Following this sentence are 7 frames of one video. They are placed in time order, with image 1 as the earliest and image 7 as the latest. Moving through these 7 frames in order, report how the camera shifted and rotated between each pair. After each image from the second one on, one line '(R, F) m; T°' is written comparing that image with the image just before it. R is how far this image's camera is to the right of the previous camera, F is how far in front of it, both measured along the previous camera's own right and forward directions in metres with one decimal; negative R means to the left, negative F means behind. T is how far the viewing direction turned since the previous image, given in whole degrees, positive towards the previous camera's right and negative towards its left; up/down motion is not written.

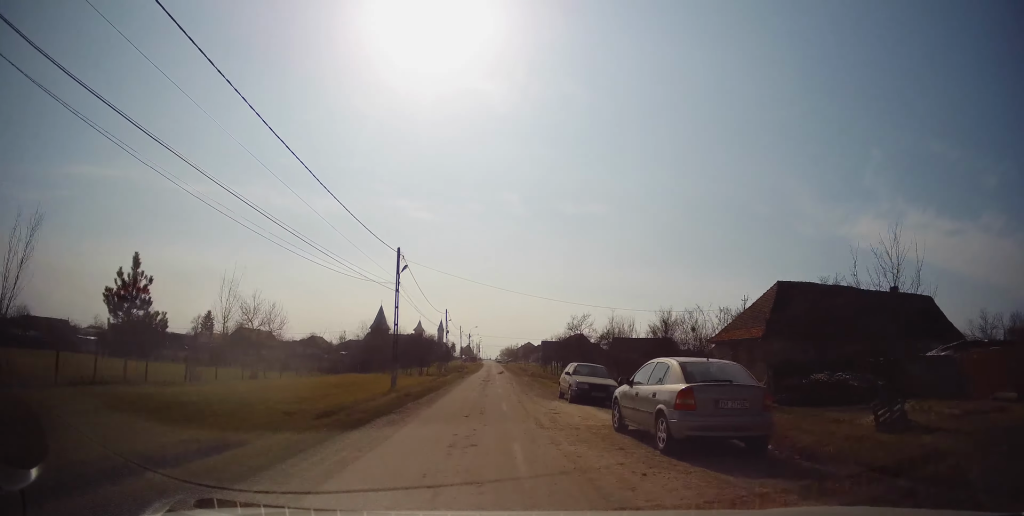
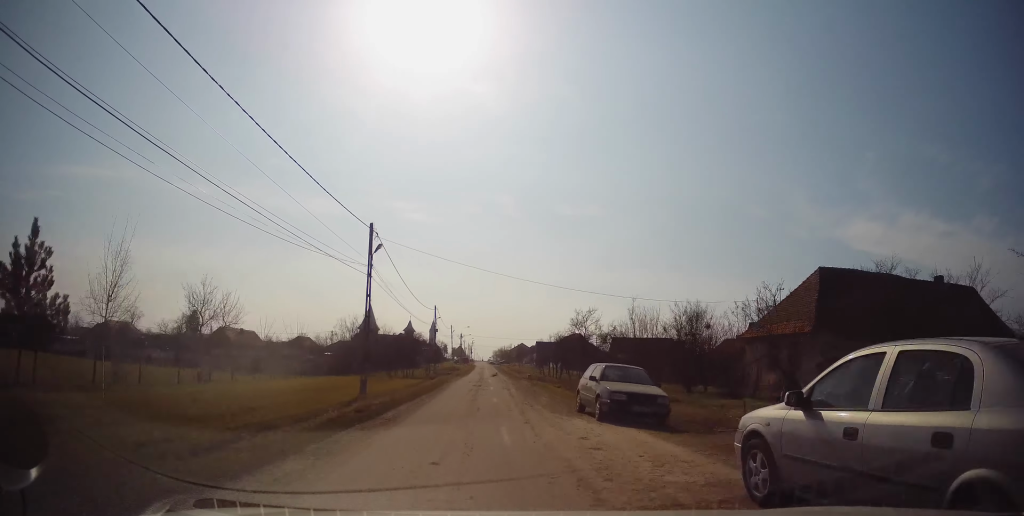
(-0.1, +5.4) m; +1°
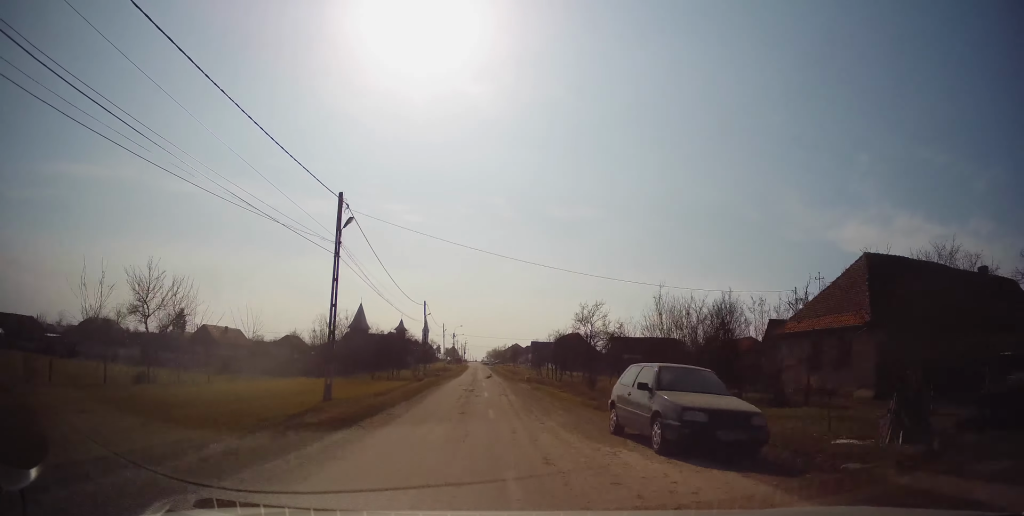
(+0.1, +4.4) m; +1°
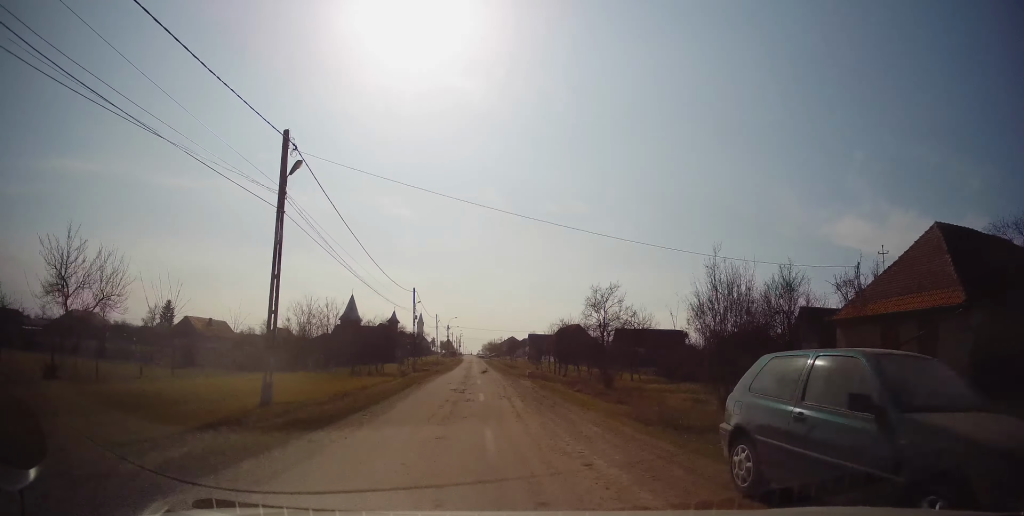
(+0.1, +4.9) m; +1°
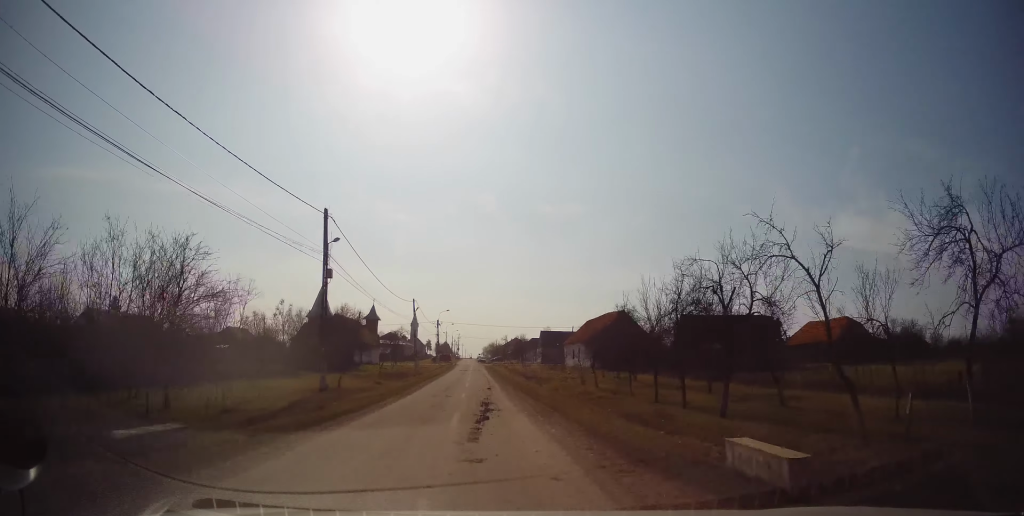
(0.0, +29.8) m; -2°
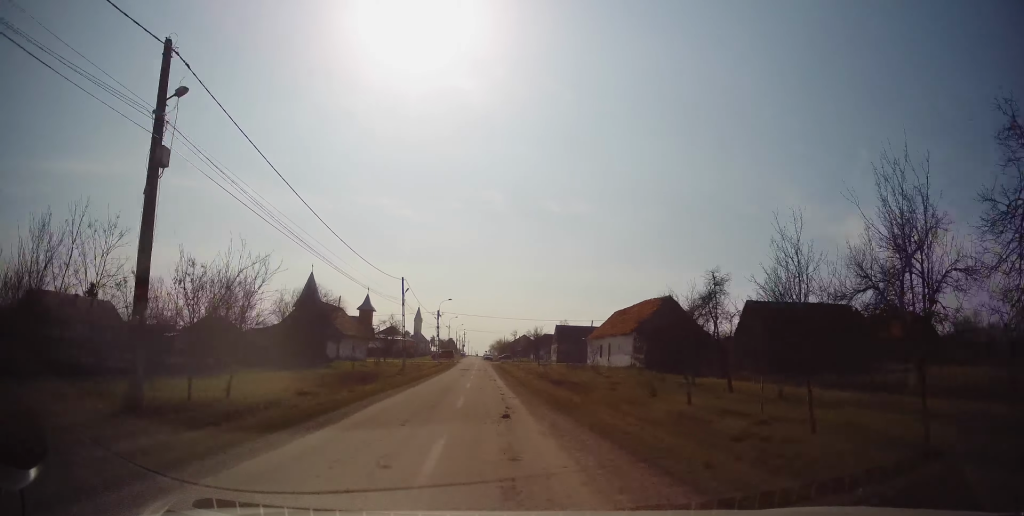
(-0.3, +14.0) m; 0°
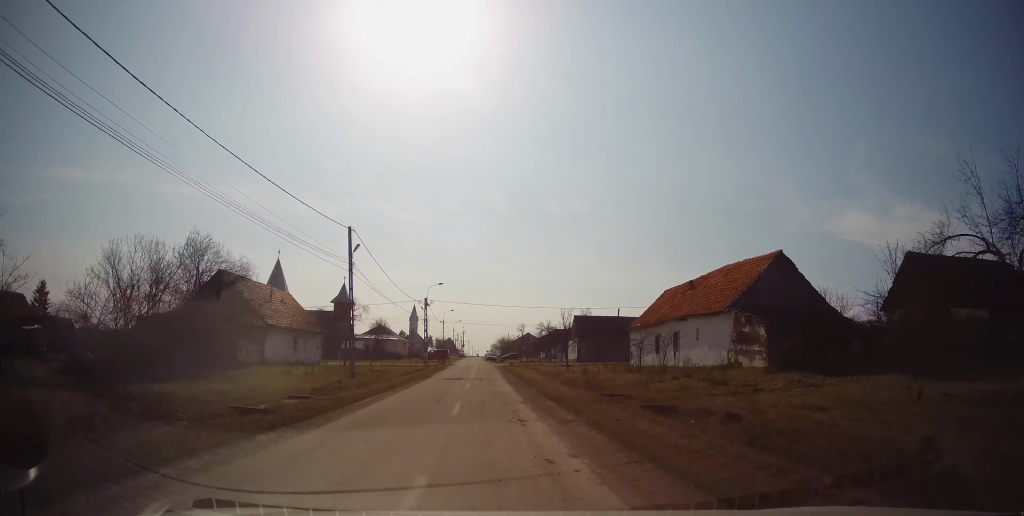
(+0.4, +19.9) m; 0°
